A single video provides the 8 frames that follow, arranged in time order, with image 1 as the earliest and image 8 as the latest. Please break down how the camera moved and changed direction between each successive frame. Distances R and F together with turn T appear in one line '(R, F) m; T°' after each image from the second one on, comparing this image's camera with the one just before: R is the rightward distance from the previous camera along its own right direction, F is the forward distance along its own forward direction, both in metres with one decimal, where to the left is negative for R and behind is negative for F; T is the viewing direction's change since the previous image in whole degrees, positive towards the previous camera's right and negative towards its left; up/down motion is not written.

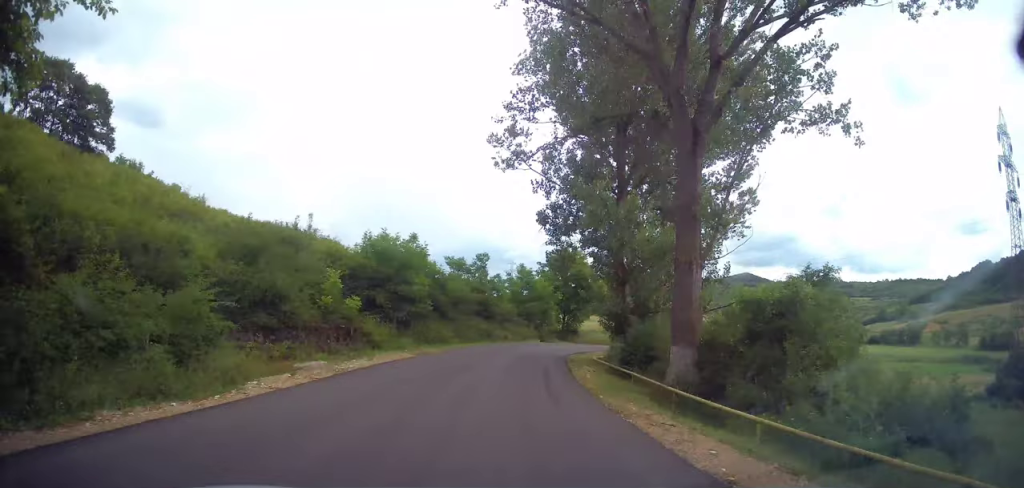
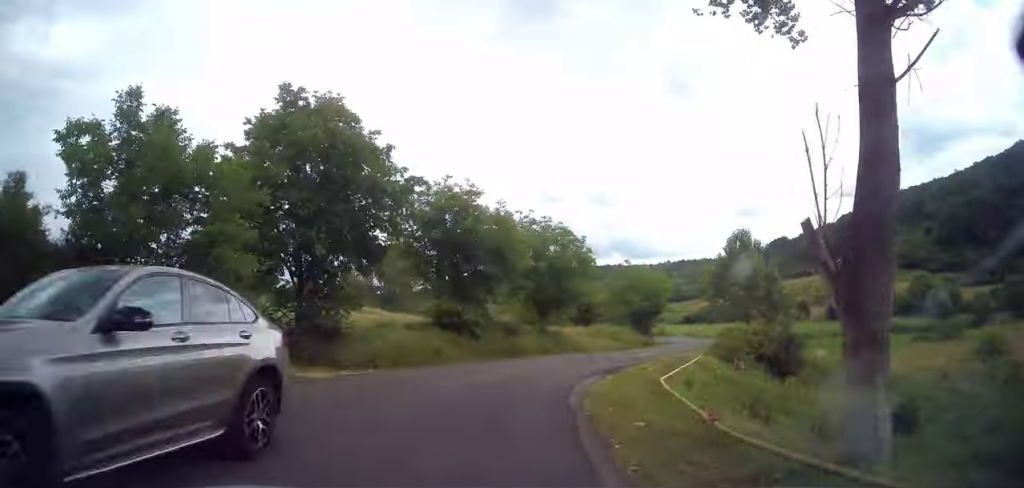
(+8.3, +39.0) m; +24°
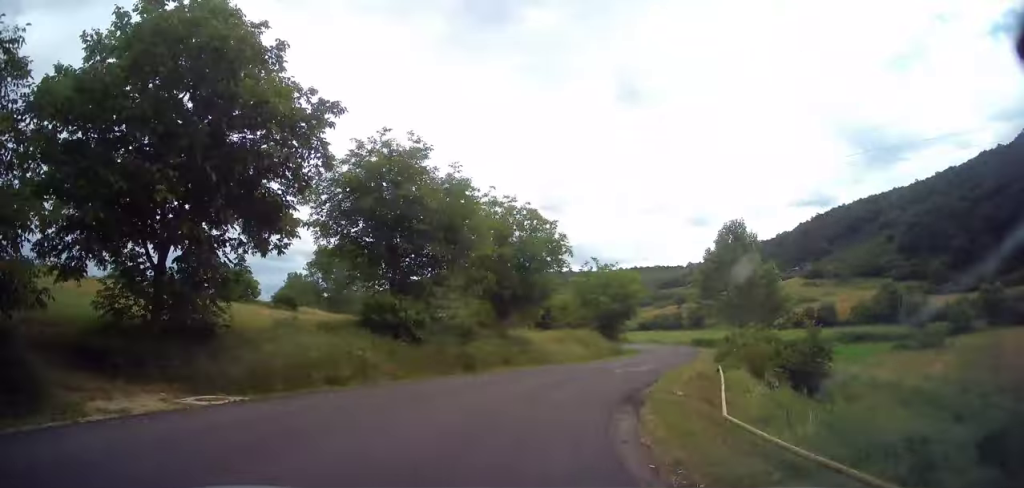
(+0.2, +7.1) m; +6°
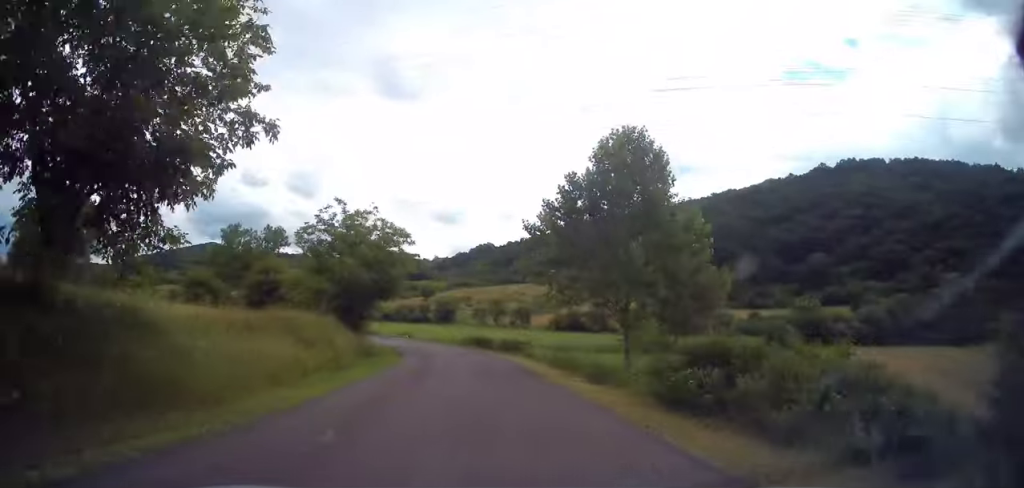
(+3.8, +21.4) m; +21°
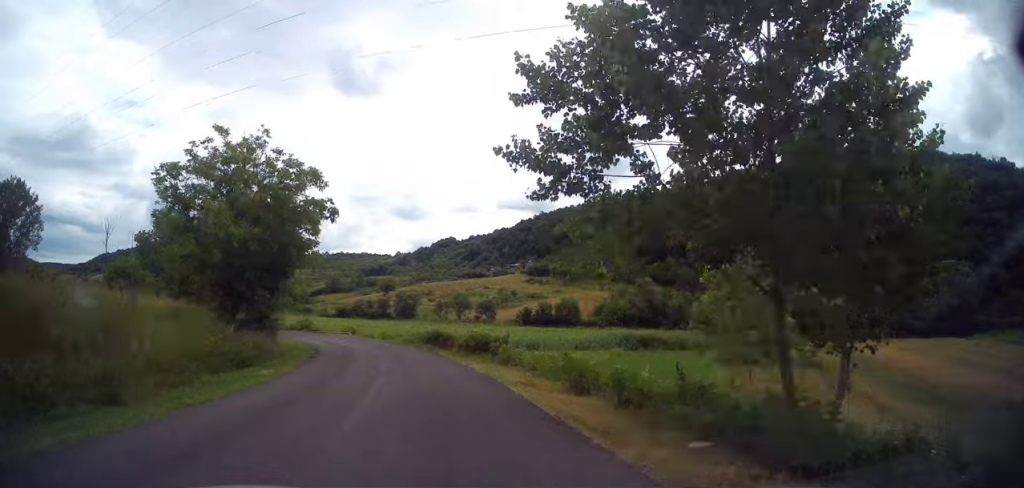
(+1.4, +12.7) m; +5°
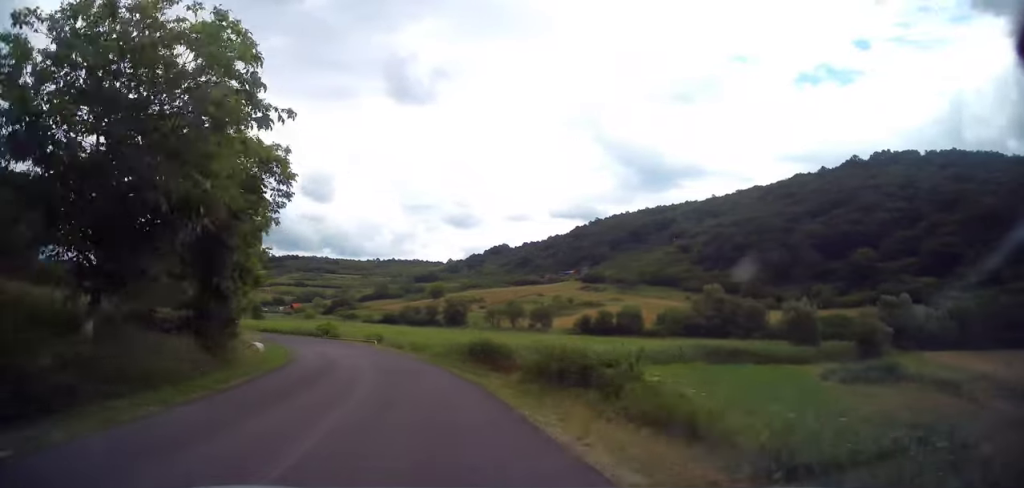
(+0.2, +12.4) m; -3°
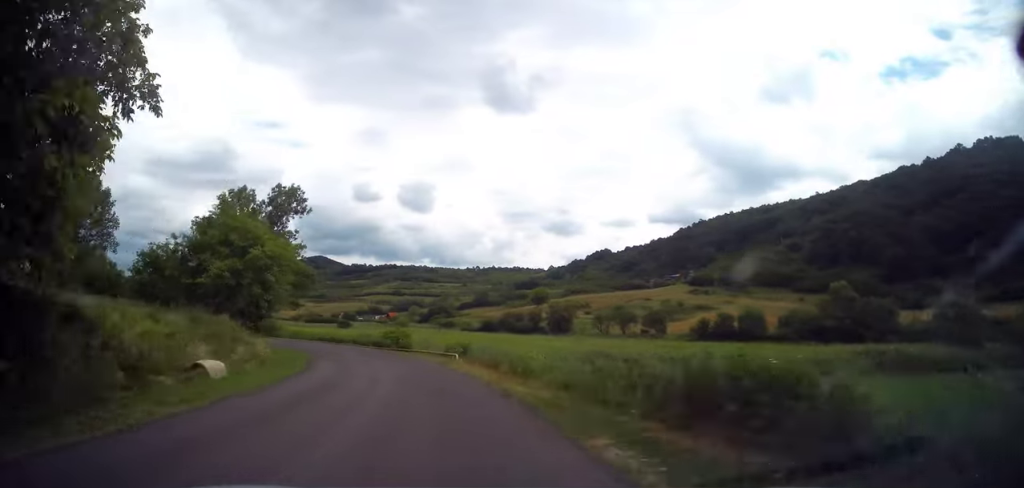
(-1.0, +14.6) m; -9°
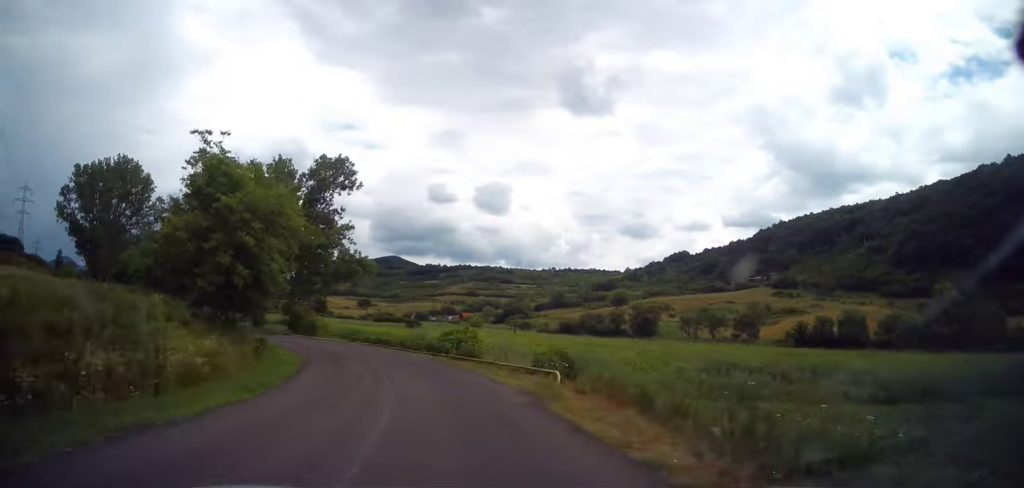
(-0.9, +12.2) m; -8°
